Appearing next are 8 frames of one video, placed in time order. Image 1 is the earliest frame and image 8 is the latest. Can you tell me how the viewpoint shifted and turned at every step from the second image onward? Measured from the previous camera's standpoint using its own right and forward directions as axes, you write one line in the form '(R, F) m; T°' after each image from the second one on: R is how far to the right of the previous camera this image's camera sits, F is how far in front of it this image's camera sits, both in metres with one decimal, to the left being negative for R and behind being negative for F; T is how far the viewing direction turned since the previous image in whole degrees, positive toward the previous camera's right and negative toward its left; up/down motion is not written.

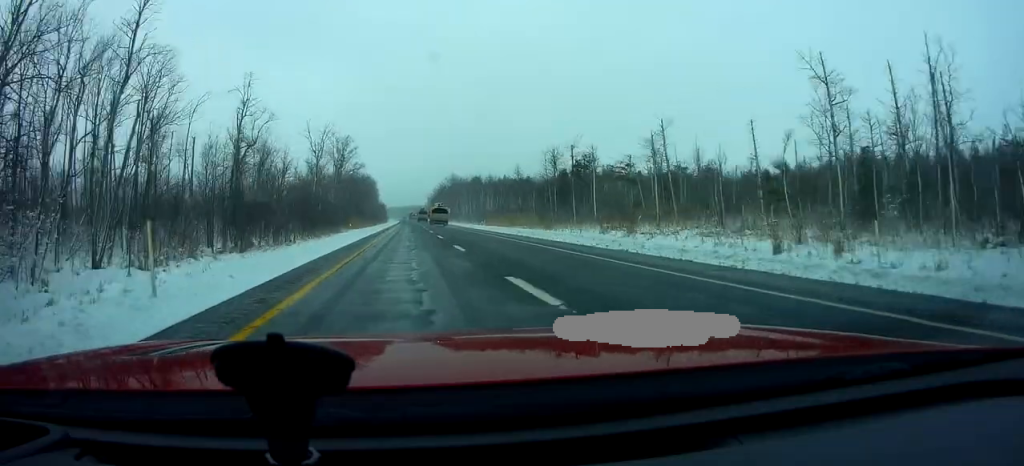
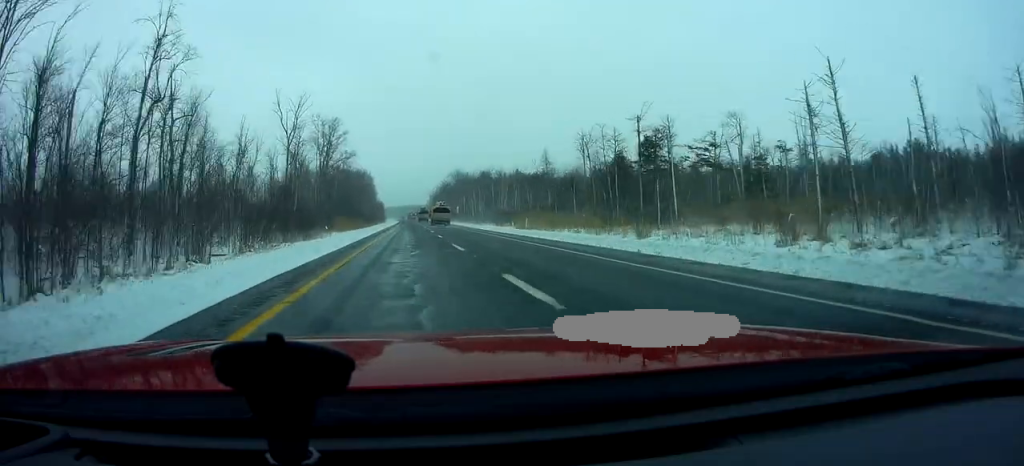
(-0.2, +24.1) m; 0°
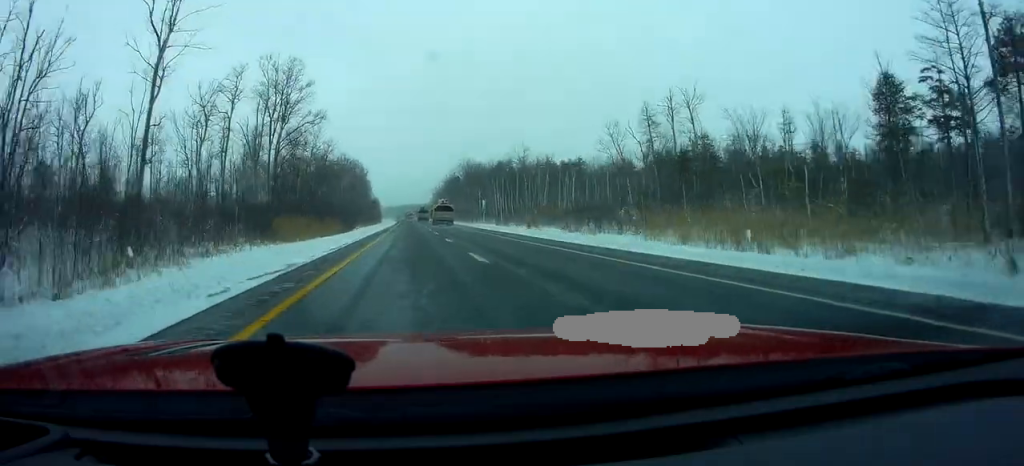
(+0.2, +41.6) m; +1°
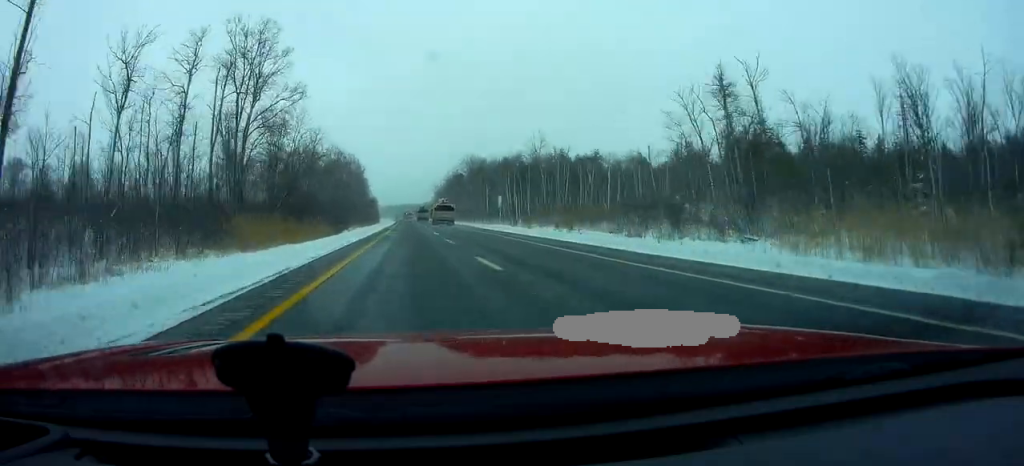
(0.0, +14.3) m; 0°
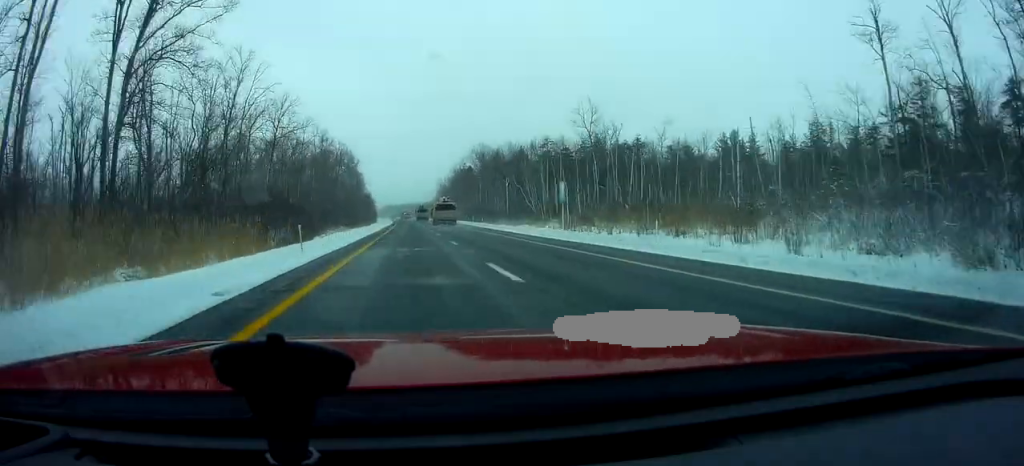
(0.0, +26.7) m; 0°
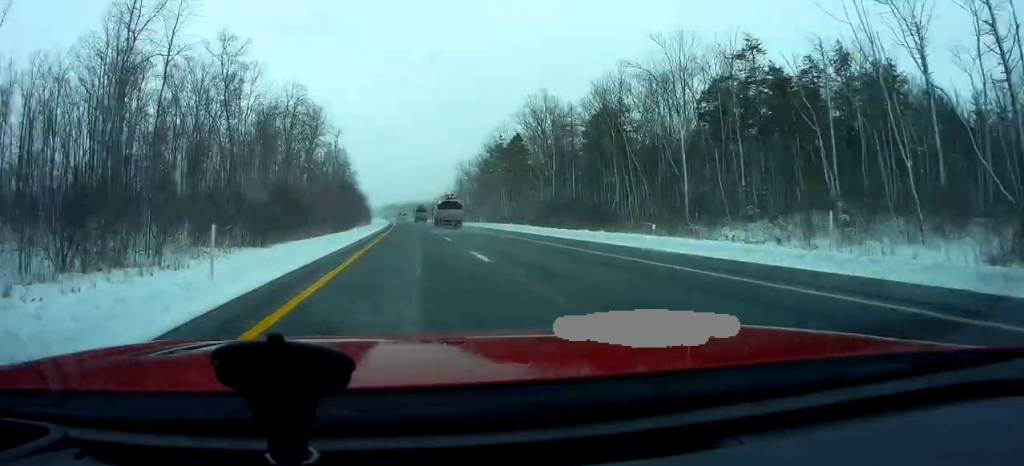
(+0.3, +69.4) m; +1°
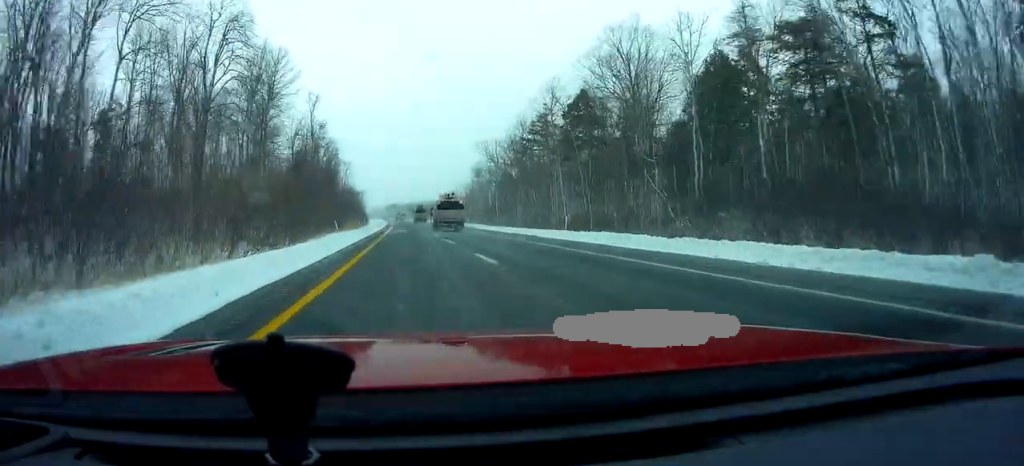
(0.0, +37.3) m; -1°
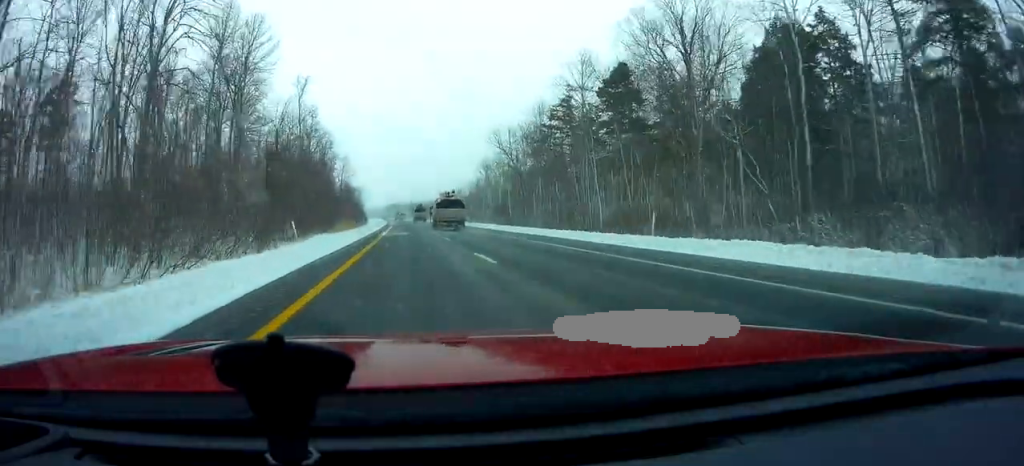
(+0.1, +12.1) m; 0°
